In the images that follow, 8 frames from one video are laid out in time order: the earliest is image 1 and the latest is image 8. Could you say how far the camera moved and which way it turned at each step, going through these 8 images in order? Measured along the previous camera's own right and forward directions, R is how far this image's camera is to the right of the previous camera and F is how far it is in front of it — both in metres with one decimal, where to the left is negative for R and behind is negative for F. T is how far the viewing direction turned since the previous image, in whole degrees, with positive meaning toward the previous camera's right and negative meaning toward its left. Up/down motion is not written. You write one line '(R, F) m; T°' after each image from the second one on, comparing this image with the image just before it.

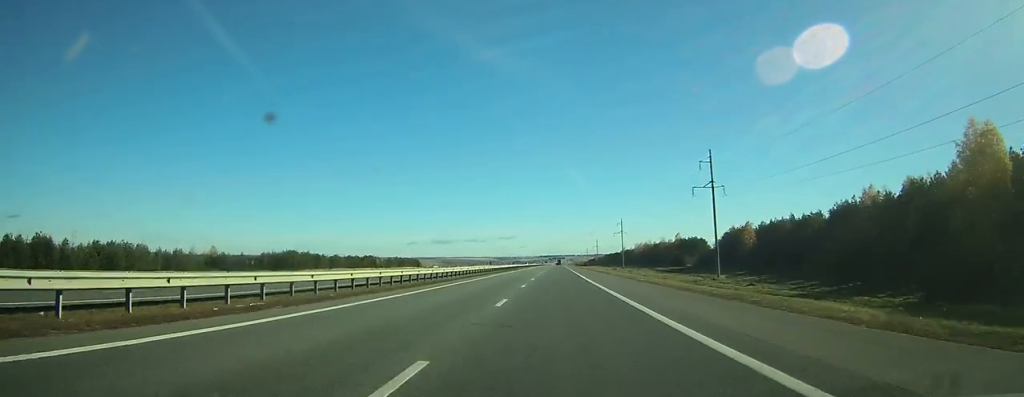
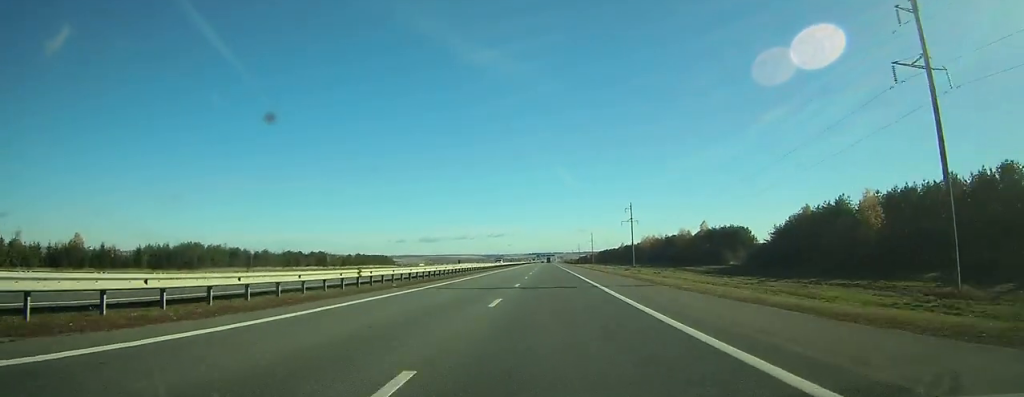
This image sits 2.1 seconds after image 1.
(+0.6, +55.4) m; +1°
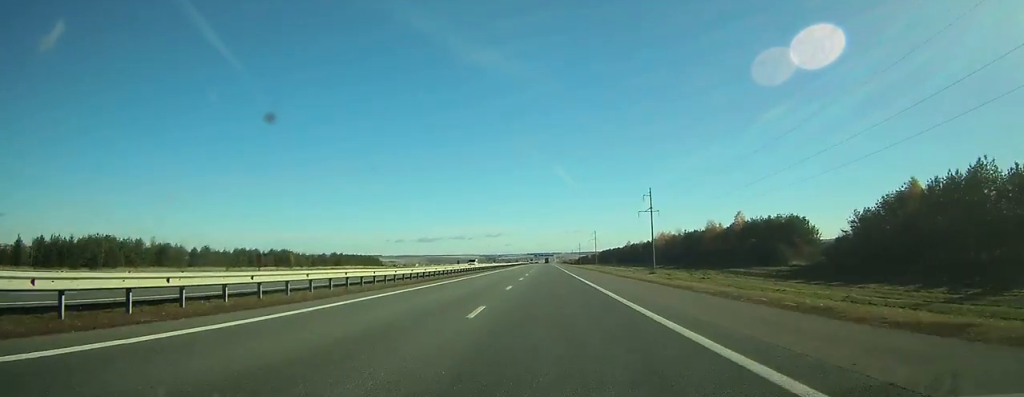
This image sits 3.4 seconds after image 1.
(+0.1, +30.5) m; 0°
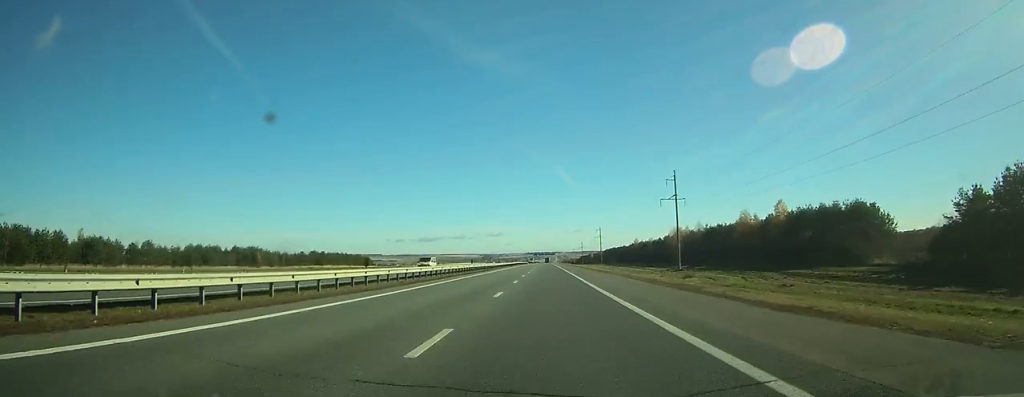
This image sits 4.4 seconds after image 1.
(0.0, +21.4) m; 0°
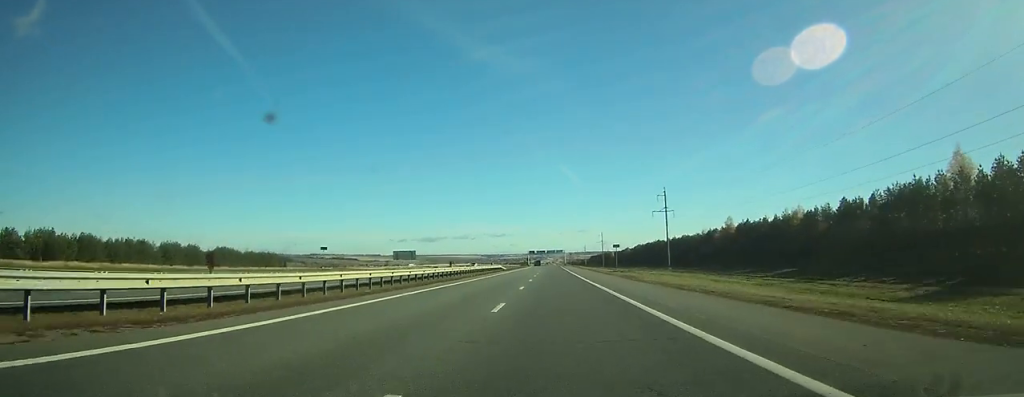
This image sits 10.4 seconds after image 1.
(-0.6, +120.1) m; 0°
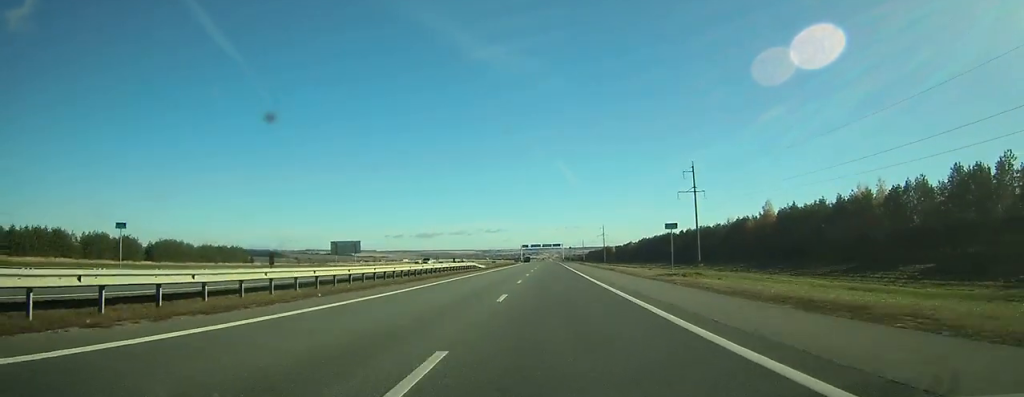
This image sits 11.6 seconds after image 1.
(0.0, +38.1) m; 0°
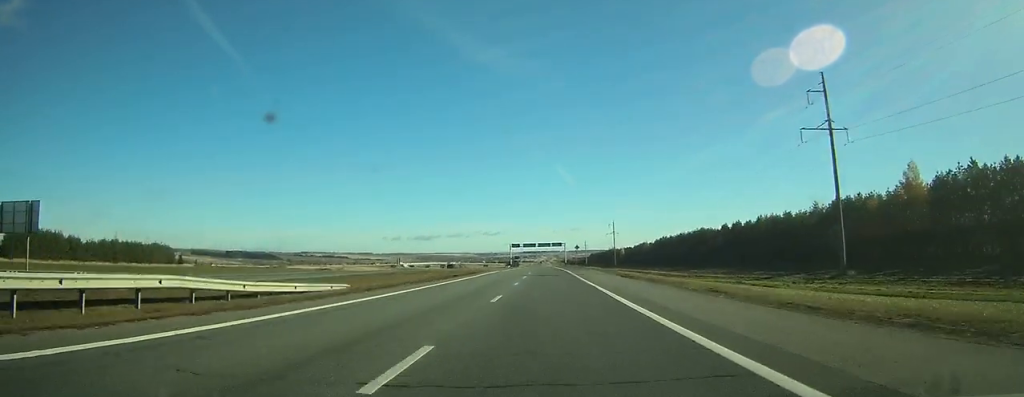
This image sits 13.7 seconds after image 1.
(+0.2, +76.0) m; 0°
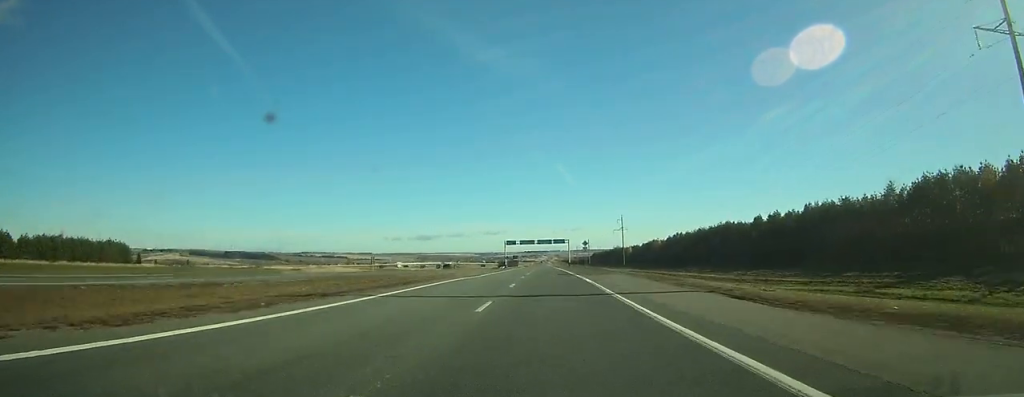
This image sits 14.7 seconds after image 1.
(+0.1, +37.9) m; 0°
